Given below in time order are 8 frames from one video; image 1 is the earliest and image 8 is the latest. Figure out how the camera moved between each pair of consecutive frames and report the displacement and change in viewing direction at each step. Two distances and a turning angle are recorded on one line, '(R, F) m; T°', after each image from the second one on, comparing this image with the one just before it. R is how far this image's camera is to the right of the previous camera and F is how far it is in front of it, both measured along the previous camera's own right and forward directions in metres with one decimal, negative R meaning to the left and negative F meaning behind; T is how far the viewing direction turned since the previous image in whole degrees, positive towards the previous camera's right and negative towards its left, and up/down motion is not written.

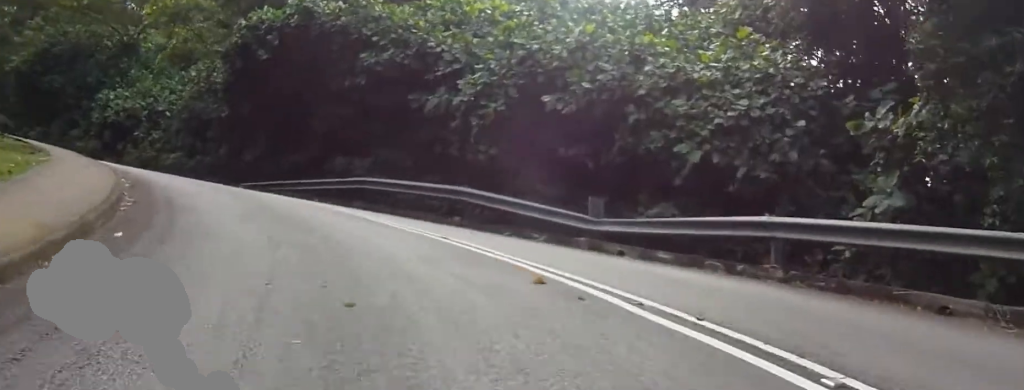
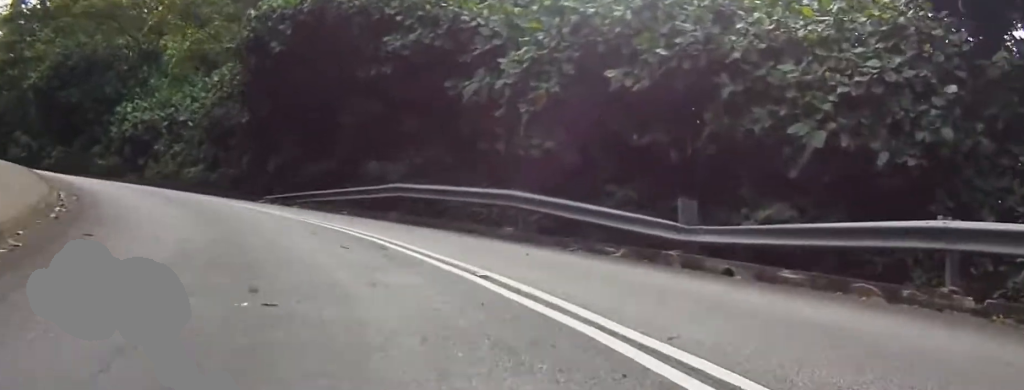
(+0.2, +3.7) m; +3°
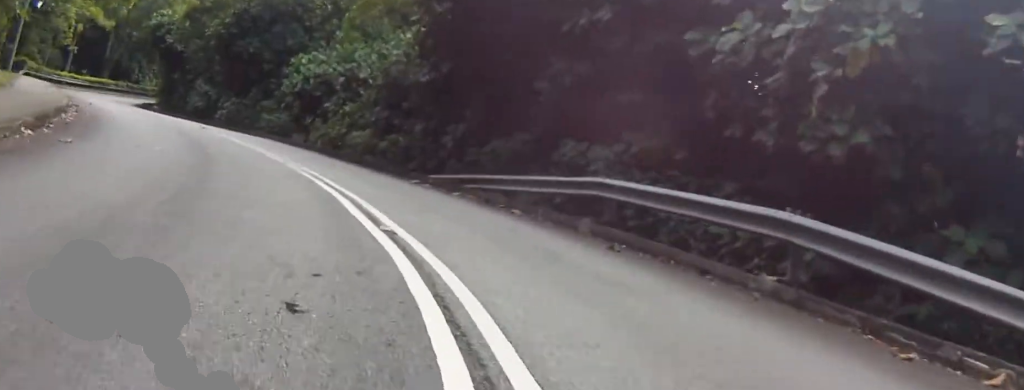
(-0.1, +6.6) m; +5°
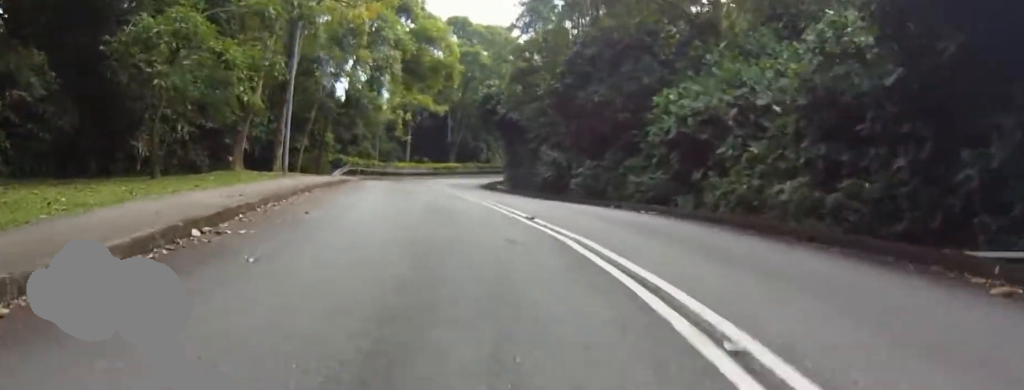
(+0.4, +9.0) m; -28°
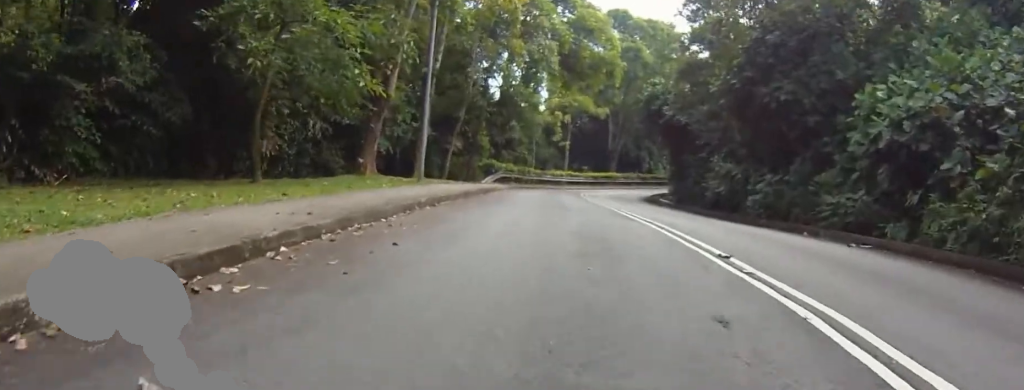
(-1.2, +2.7) m; -36°
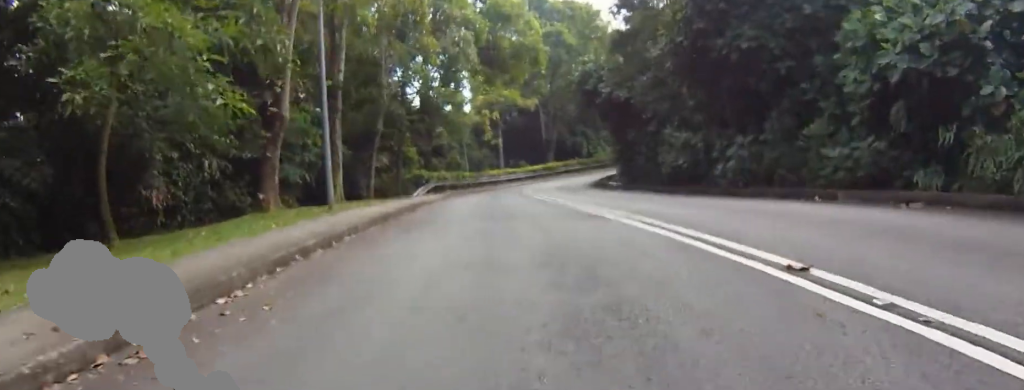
(-0.8, +3.7) m; -5°
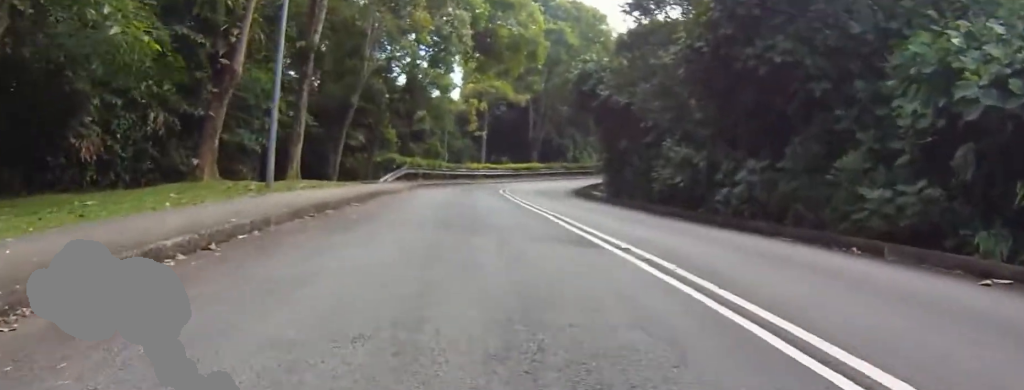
(+0.1, +3.2) m; +2°
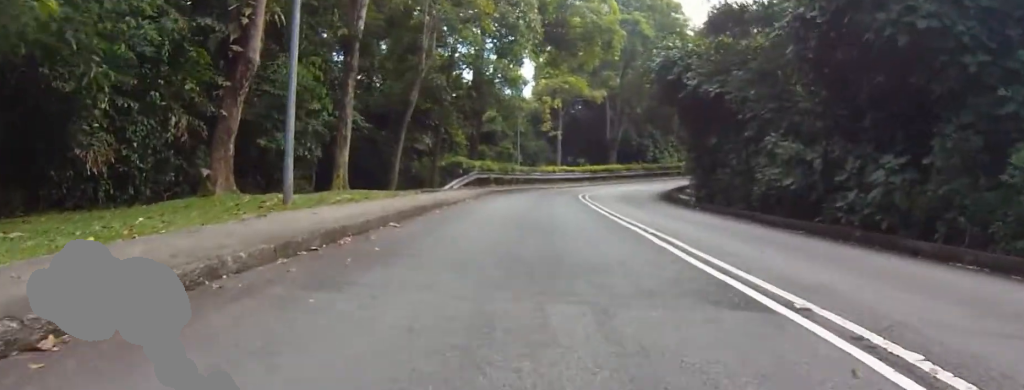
(+0.2, +4.0) m; +2°
